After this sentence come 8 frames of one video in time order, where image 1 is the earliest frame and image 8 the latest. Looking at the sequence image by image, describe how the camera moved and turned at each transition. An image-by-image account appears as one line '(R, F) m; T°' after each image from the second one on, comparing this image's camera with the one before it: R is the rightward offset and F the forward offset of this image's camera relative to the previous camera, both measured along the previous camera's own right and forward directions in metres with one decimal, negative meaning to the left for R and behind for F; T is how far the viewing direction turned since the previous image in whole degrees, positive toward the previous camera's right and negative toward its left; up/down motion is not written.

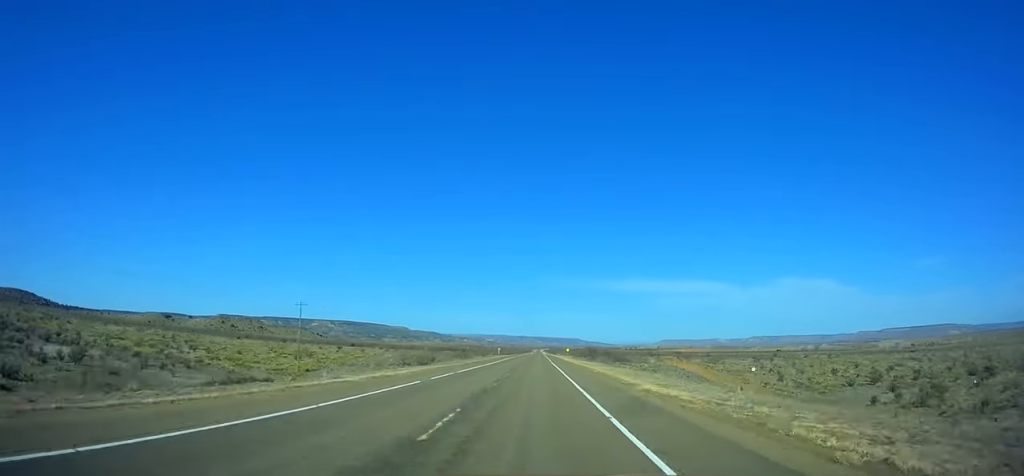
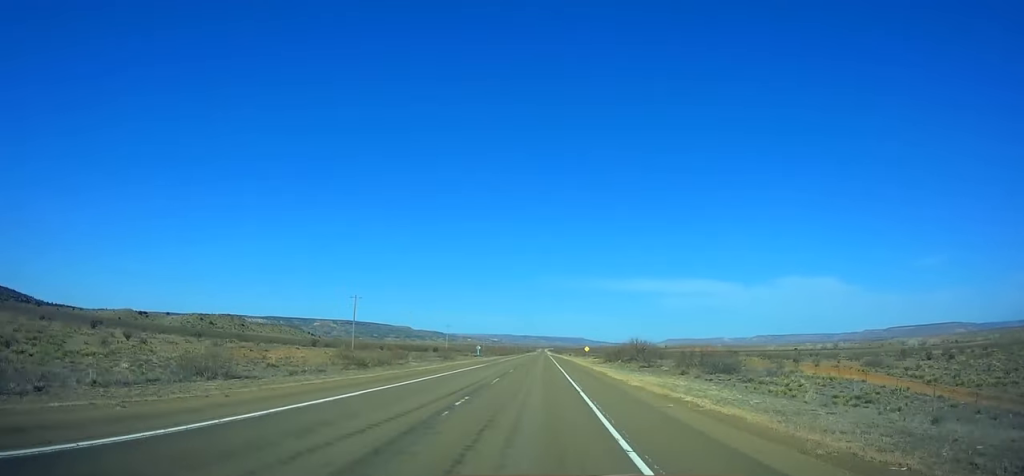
(+0.4, +69.9) m; 0°
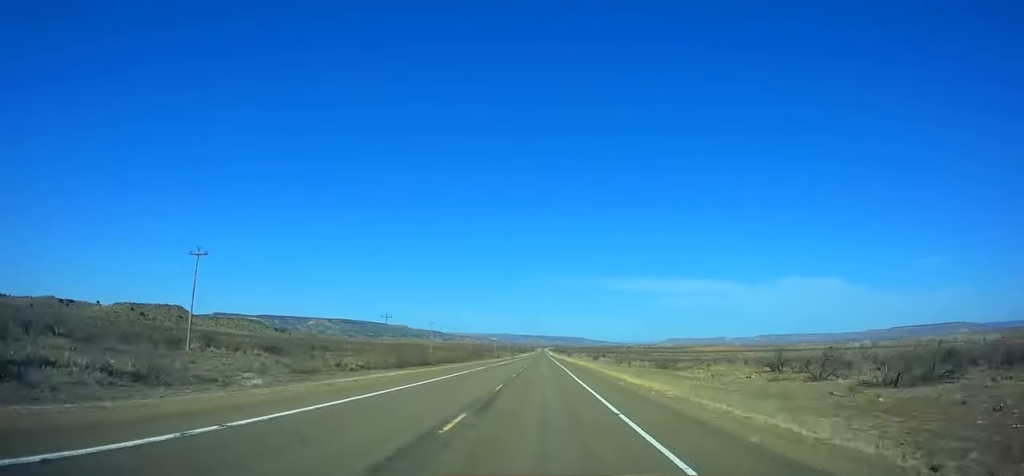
(+0.1, +153.6) m; 0°
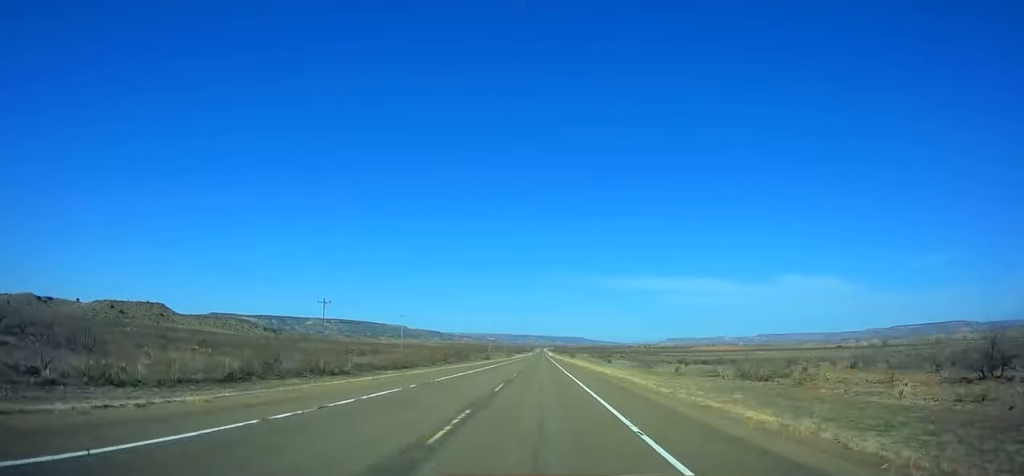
(+0.3, +36.1) m; 0°
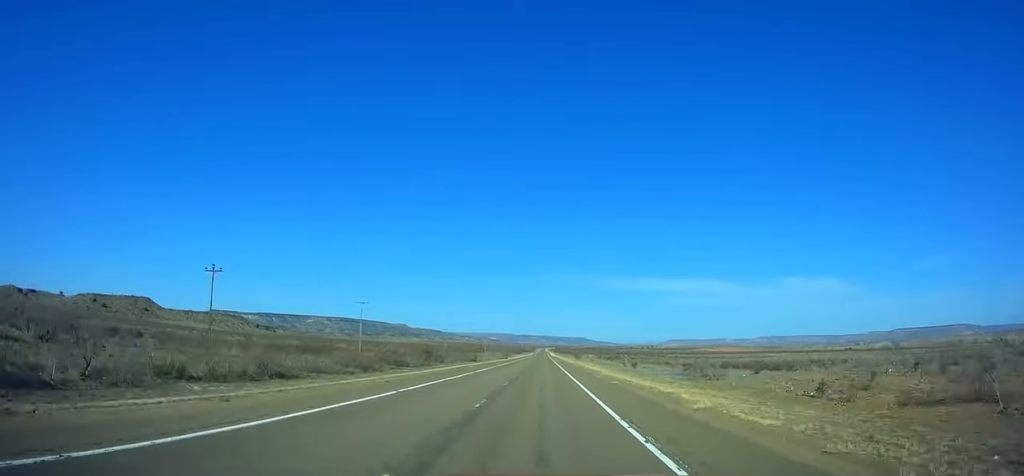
(-0.2, +33.2) m; 0°
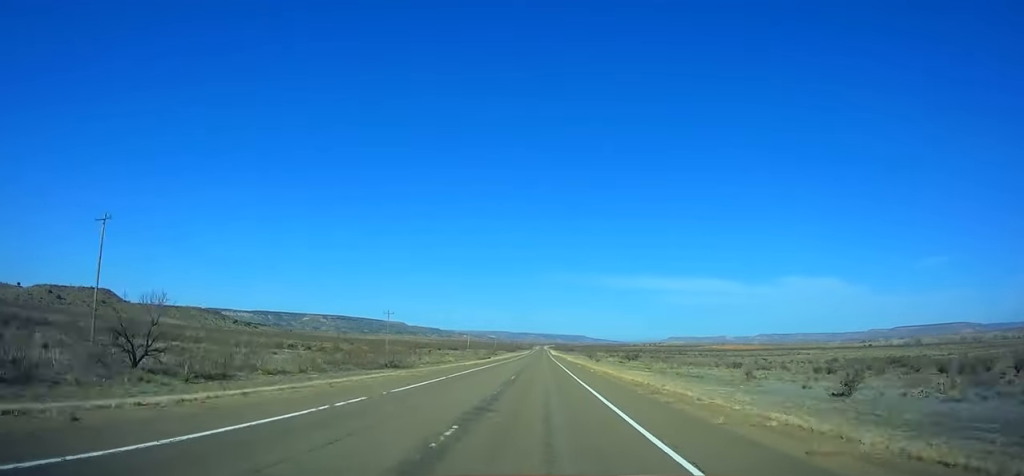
(-0.2, +69.1) m; 0°
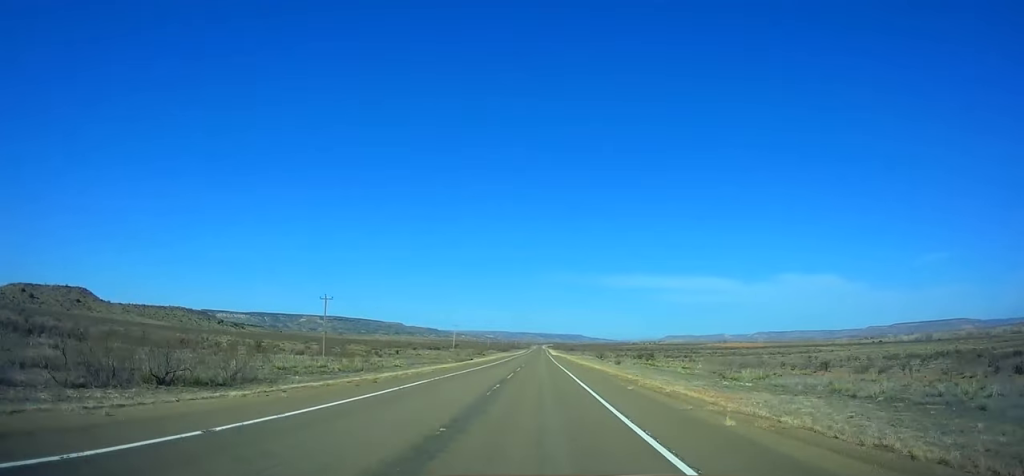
(+0.3, +35.9) m; 0°
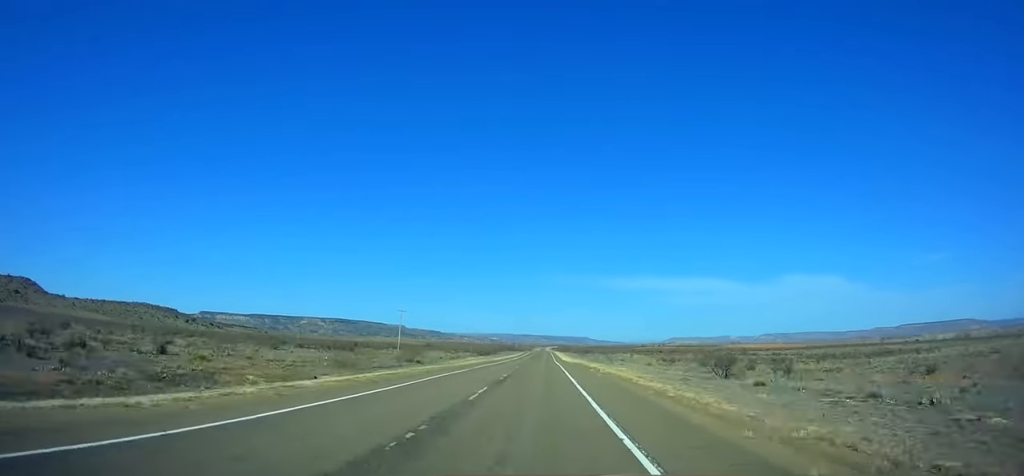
(-0.4, +88.0) m; 0°
